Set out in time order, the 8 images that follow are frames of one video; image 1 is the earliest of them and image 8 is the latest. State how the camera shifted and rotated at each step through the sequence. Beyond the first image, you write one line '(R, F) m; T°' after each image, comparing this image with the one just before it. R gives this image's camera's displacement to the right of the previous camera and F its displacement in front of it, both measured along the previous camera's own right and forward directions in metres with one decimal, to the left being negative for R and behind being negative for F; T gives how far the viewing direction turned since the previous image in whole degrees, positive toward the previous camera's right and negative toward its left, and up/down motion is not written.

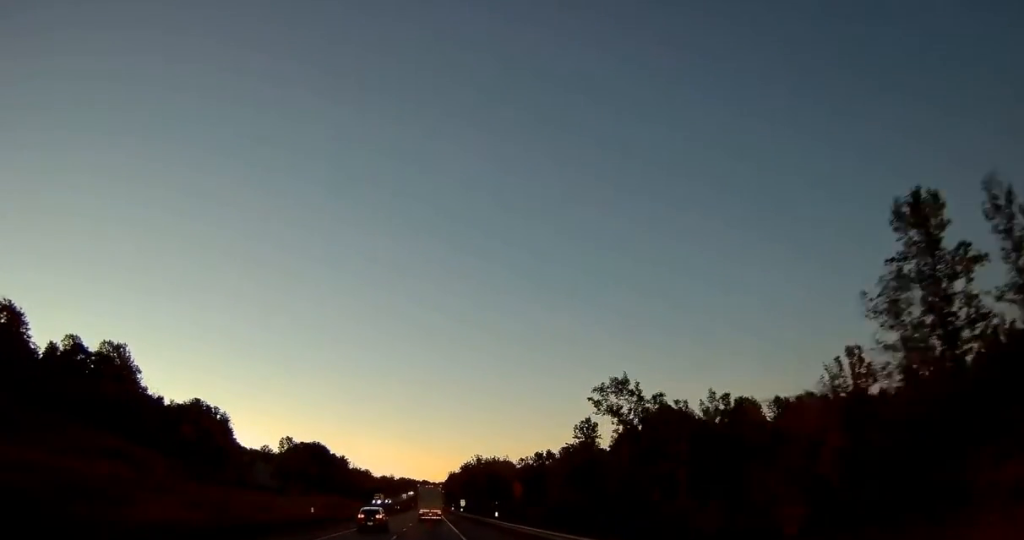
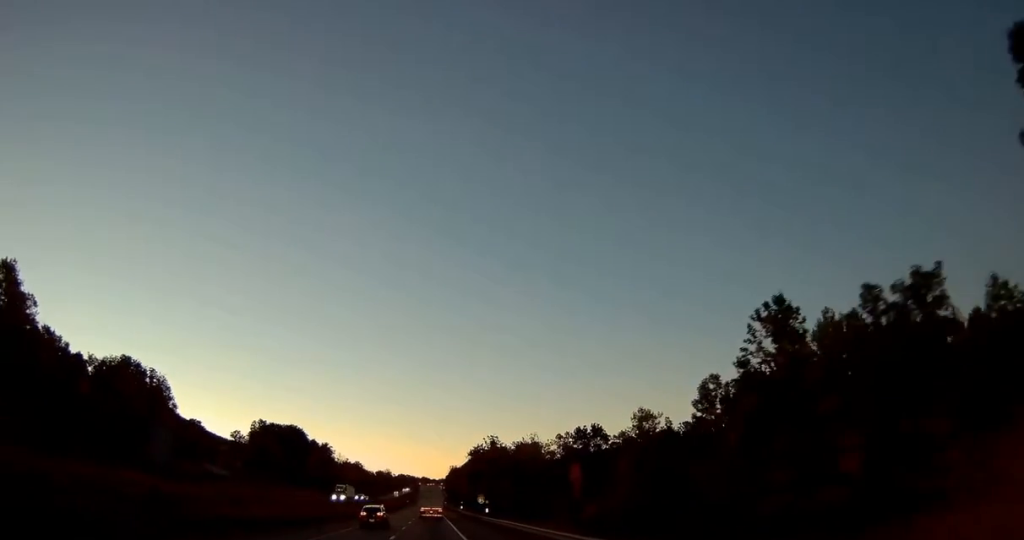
(-0.1, +50.0) m; -1°
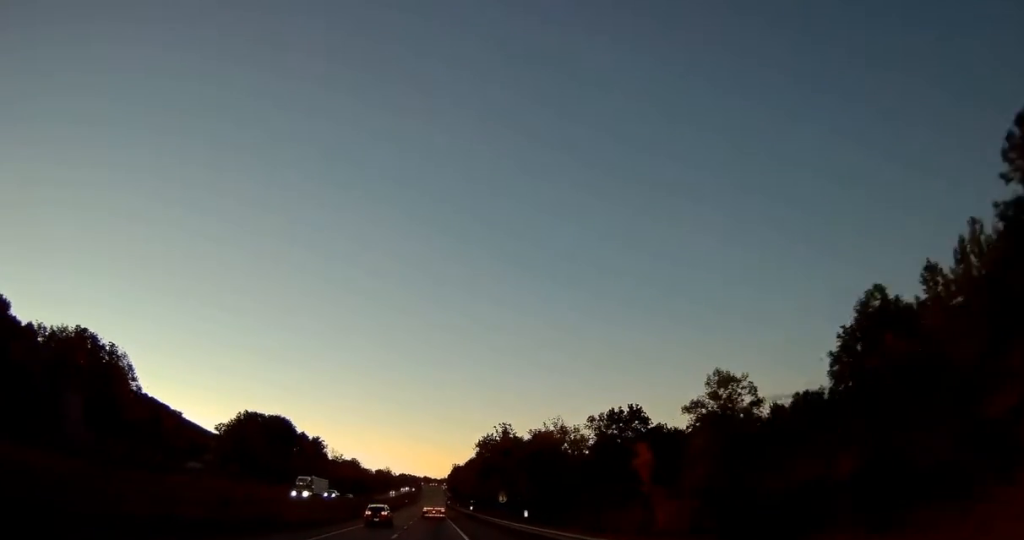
(0.0, +22.8) m; 0°
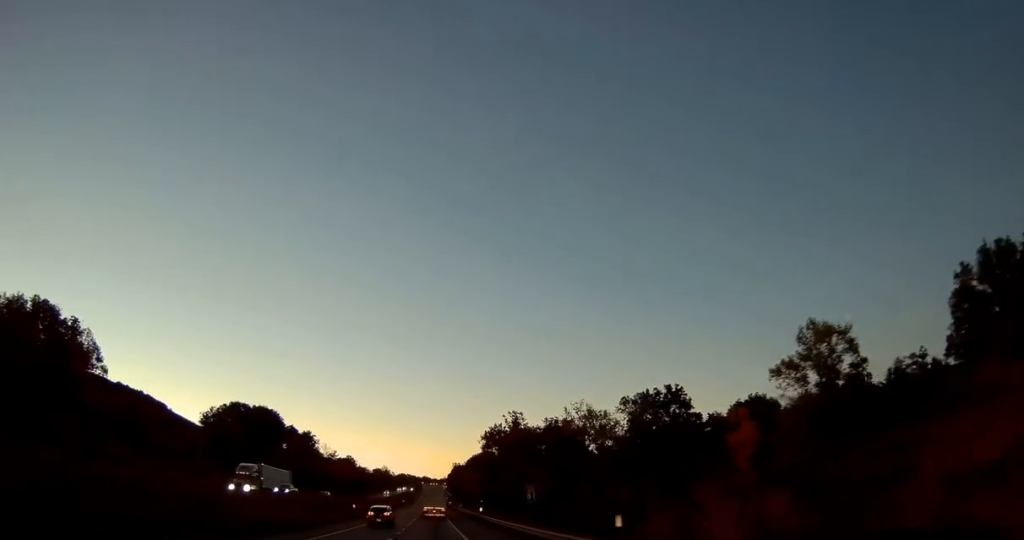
(-0.2, +16.9) m; 0°
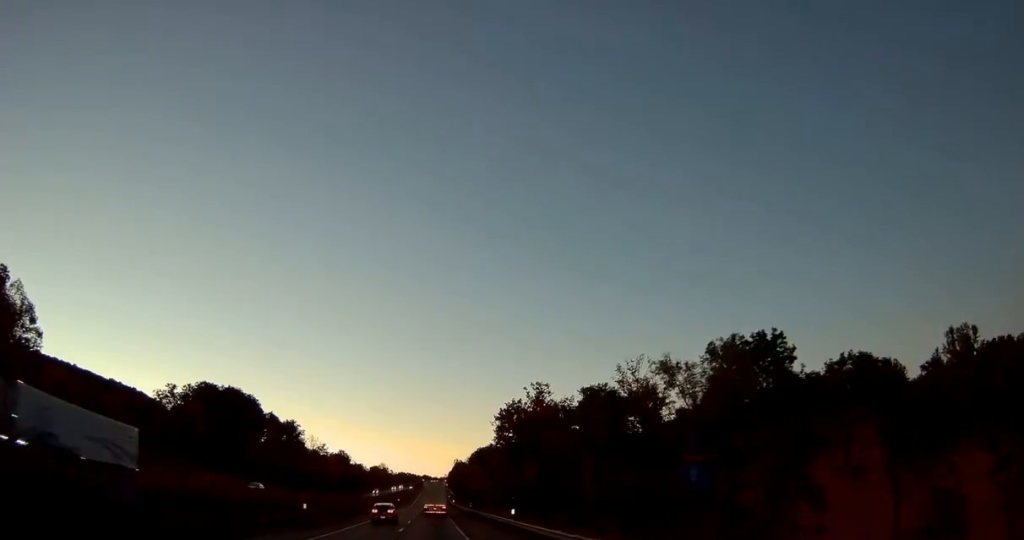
(0.0, +26.6) m; 0°
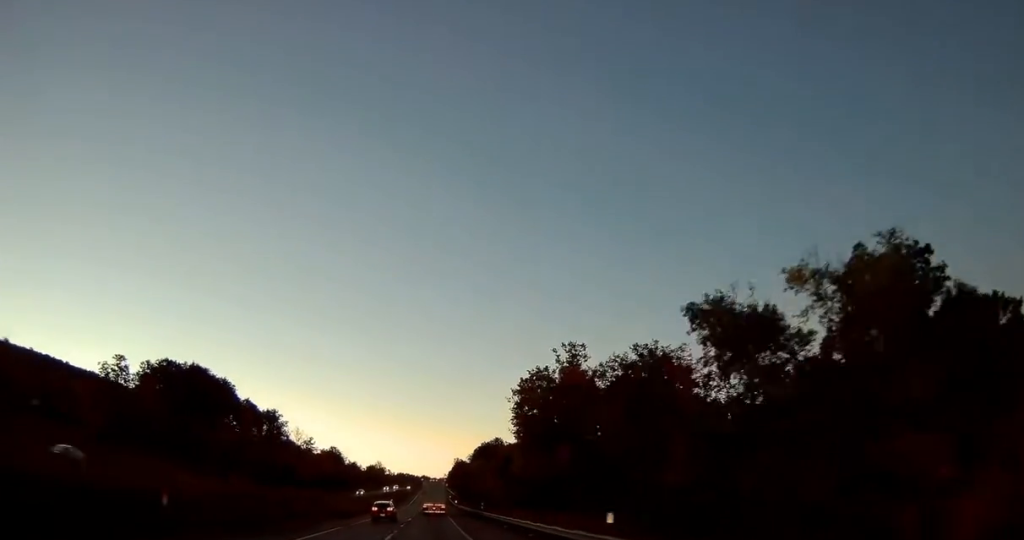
(+0.1, +21.7) m; 0°
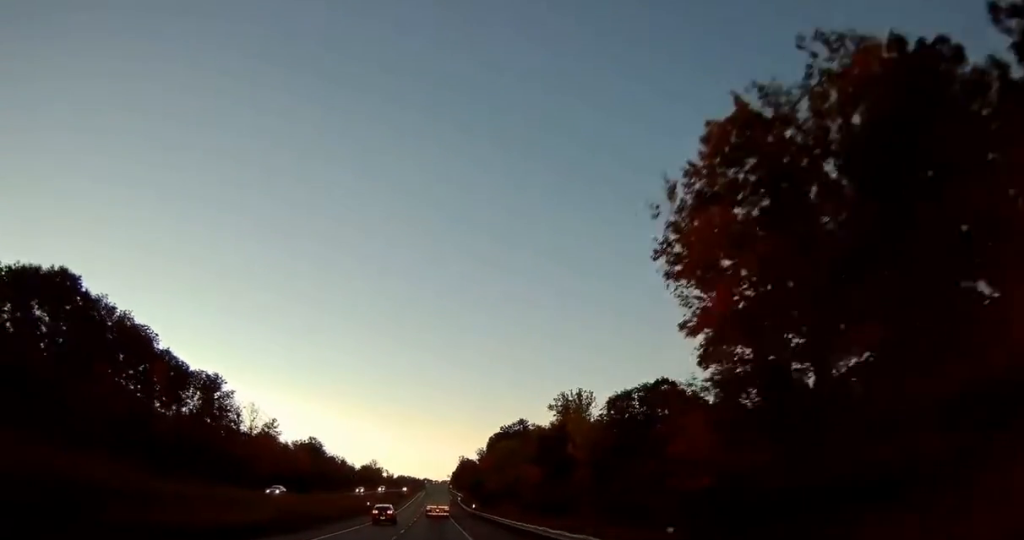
(0.0, +50.8) m; 0°
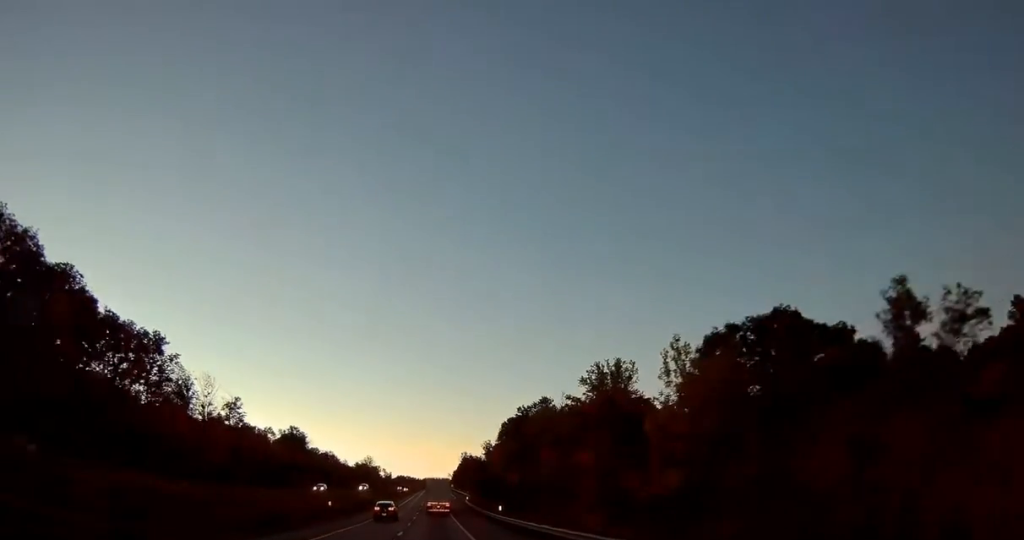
(+0.1, +30.2) m; 0°
